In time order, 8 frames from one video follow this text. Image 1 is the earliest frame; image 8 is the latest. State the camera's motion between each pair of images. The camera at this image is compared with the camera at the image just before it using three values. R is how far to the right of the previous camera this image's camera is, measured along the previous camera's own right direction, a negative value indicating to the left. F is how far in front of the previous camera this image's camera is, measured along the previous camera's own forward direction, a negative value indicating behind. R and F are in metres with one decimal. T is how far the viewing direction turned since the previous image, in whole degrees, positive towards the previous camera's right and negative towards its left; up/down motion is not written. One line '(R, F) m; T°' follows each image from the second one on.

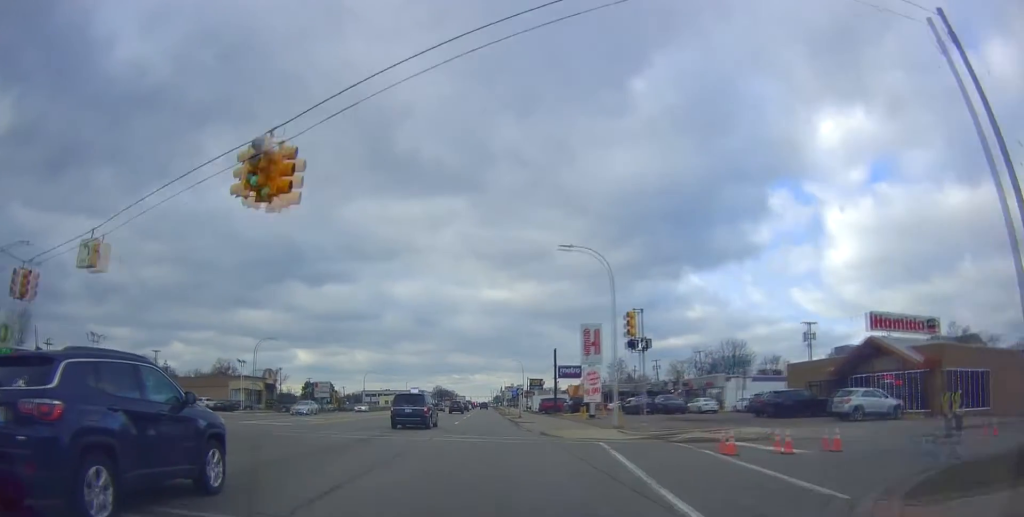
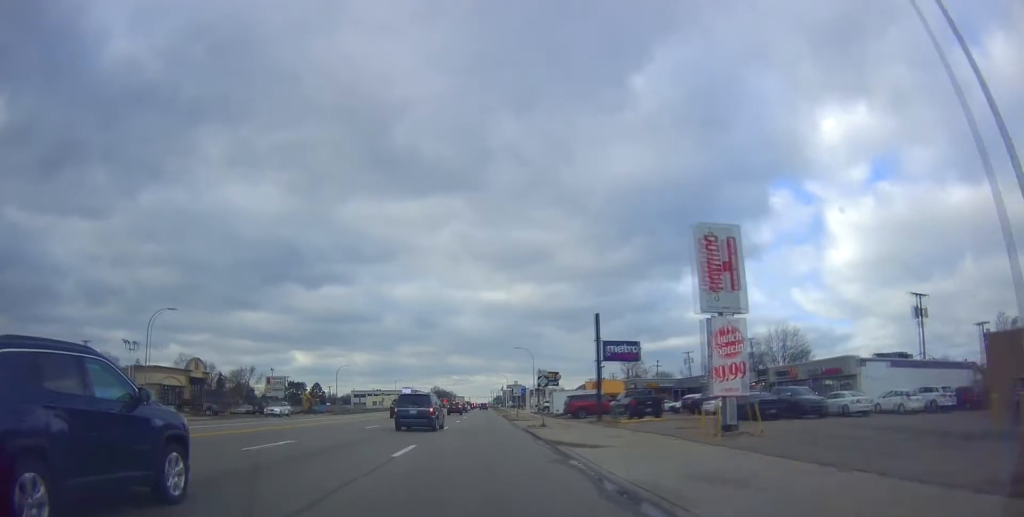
(-0.4, +23.8) m; -2°
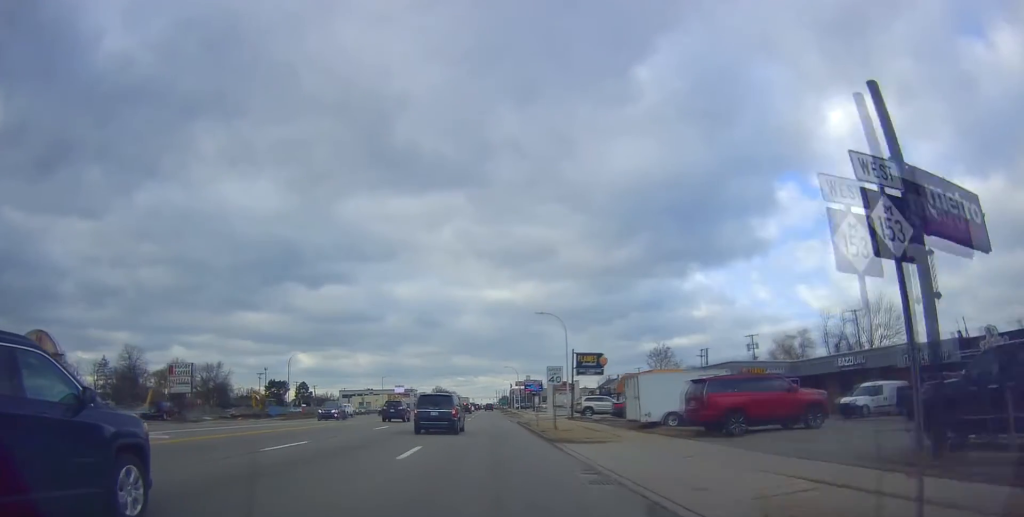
(-0.5, +28.8) m; +1°
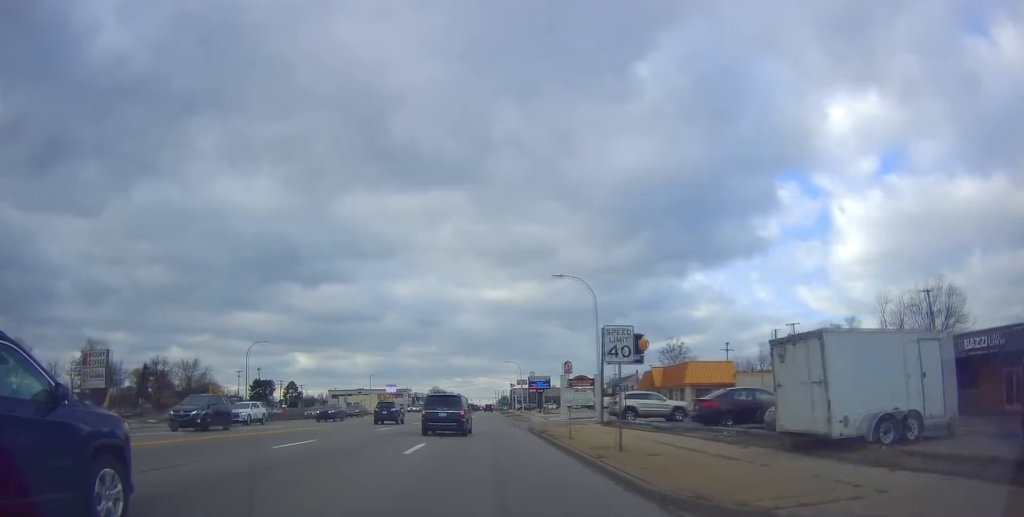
(+0.4, +14.2) m; 0°
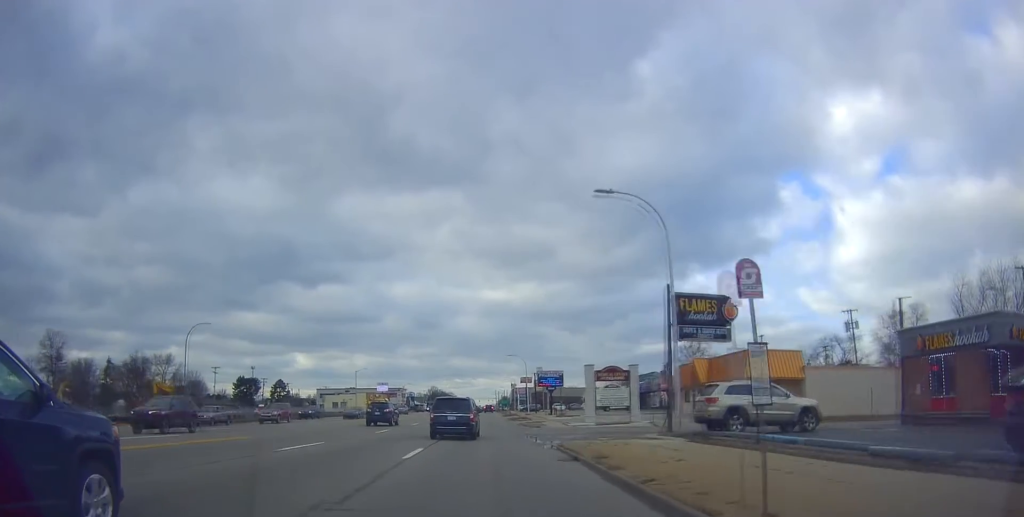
(-0.3, +14.4) m; -1°
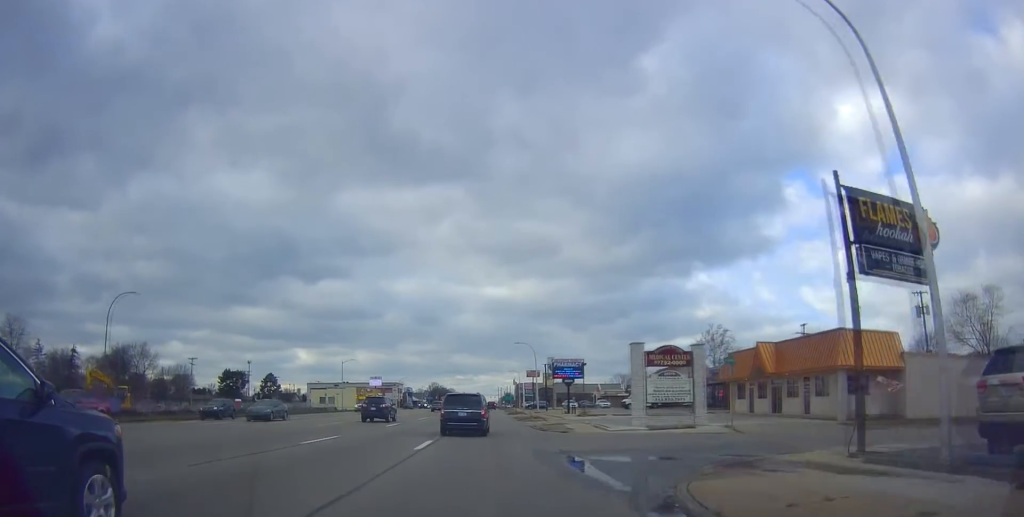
(-0.1, +13.0) m; 0°
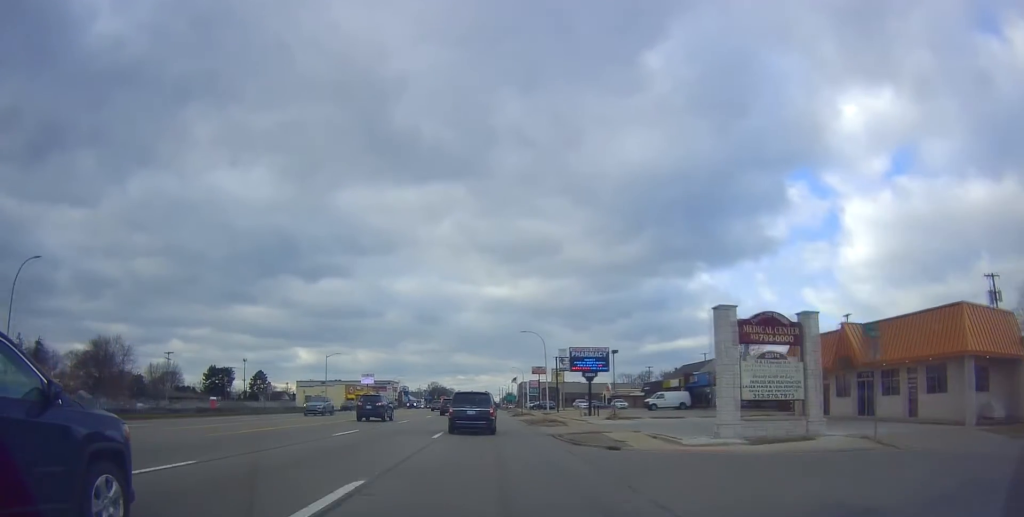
(0.0, +11.2) m; +1°
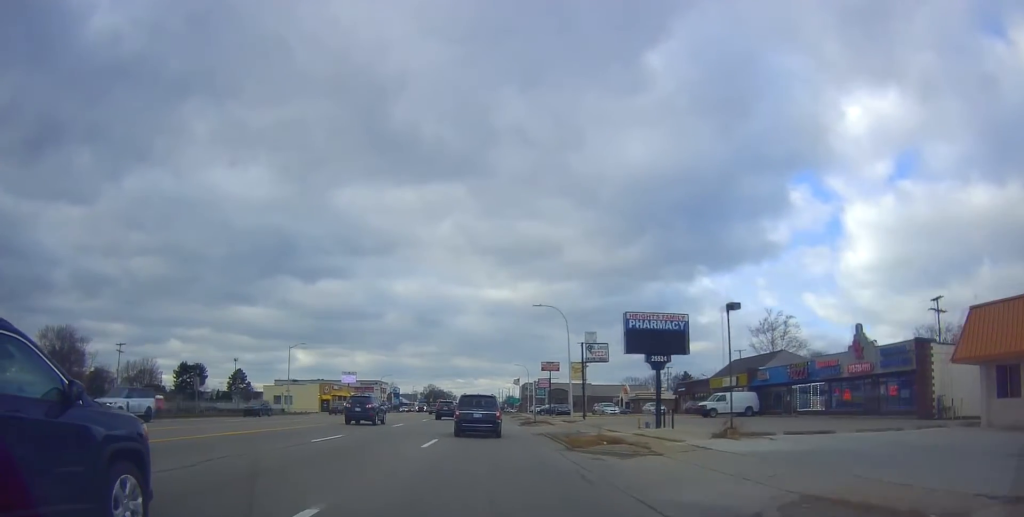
(+0.5, +18.2) m; +1°
